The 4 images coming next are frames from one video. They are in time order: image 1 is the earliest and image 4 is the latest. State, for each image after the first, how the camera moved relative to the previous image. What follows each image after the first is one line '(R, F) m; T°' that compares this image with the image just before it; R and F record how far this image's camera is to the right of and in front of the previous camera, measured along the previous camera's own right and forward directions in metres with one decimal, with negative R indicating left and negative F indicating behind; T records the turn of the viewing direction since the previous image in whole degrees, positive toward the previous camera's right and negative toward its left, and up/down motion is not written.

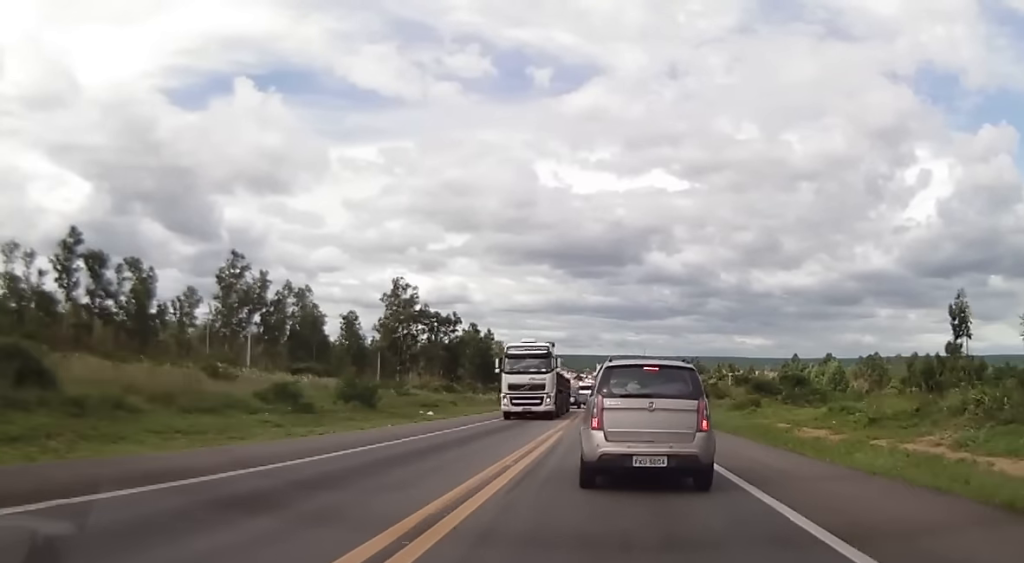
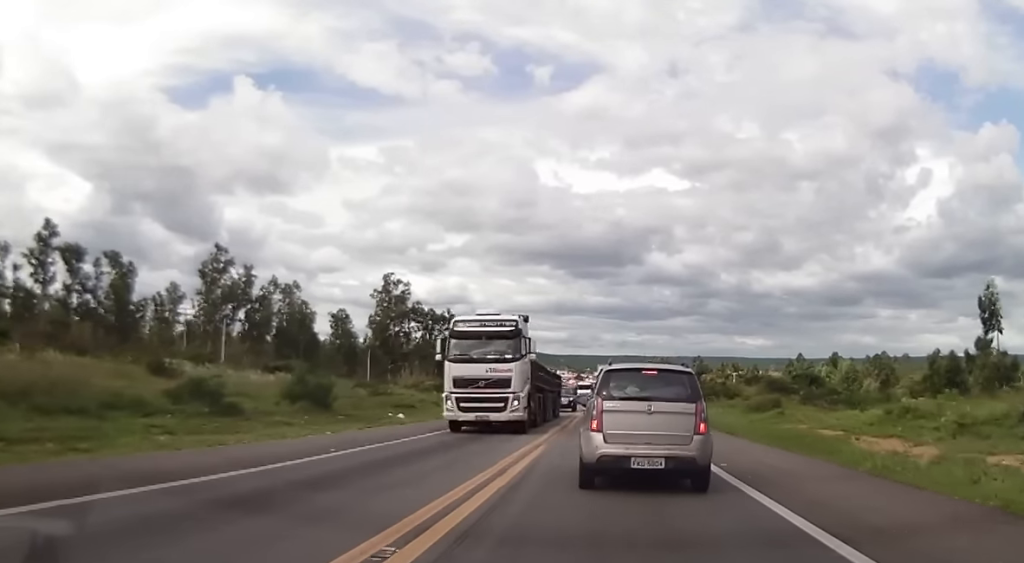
(-0.1, +7.3) m; -2°
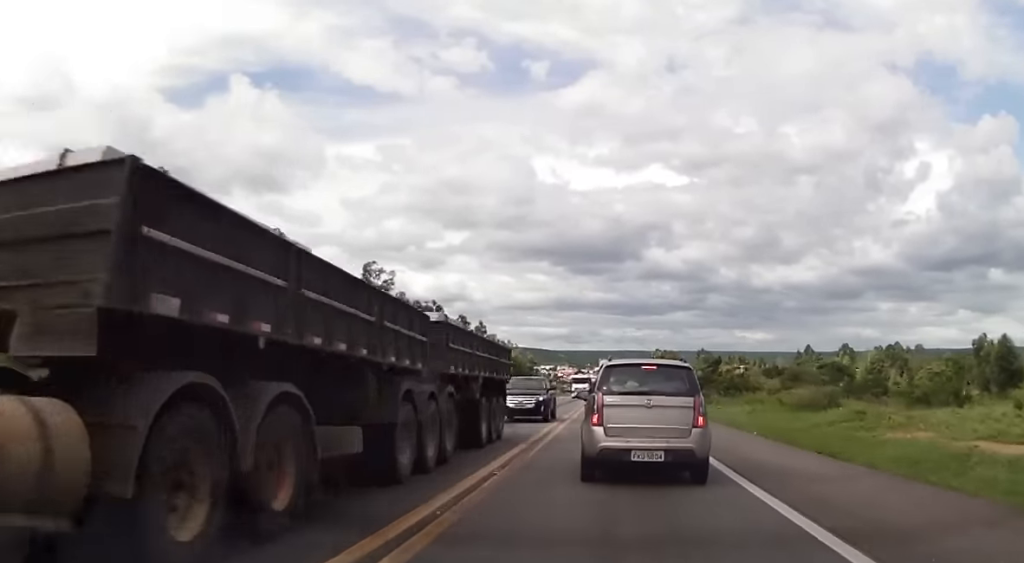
(-0.1, +12.7) m; +1°
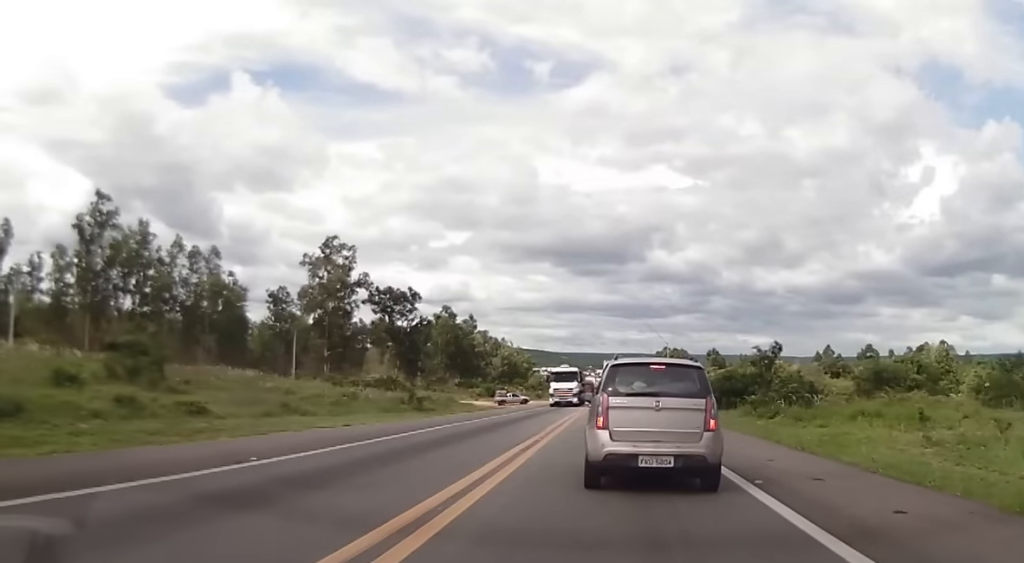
(-0.4, +23.9) m; -2°
